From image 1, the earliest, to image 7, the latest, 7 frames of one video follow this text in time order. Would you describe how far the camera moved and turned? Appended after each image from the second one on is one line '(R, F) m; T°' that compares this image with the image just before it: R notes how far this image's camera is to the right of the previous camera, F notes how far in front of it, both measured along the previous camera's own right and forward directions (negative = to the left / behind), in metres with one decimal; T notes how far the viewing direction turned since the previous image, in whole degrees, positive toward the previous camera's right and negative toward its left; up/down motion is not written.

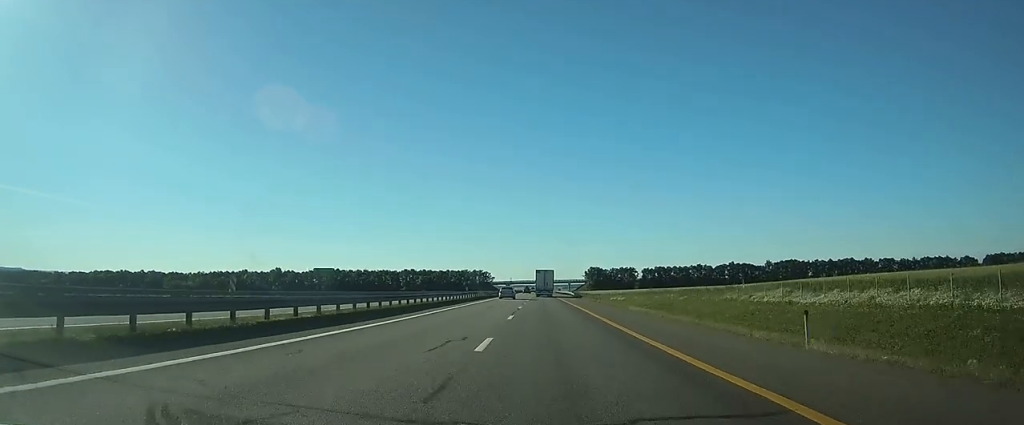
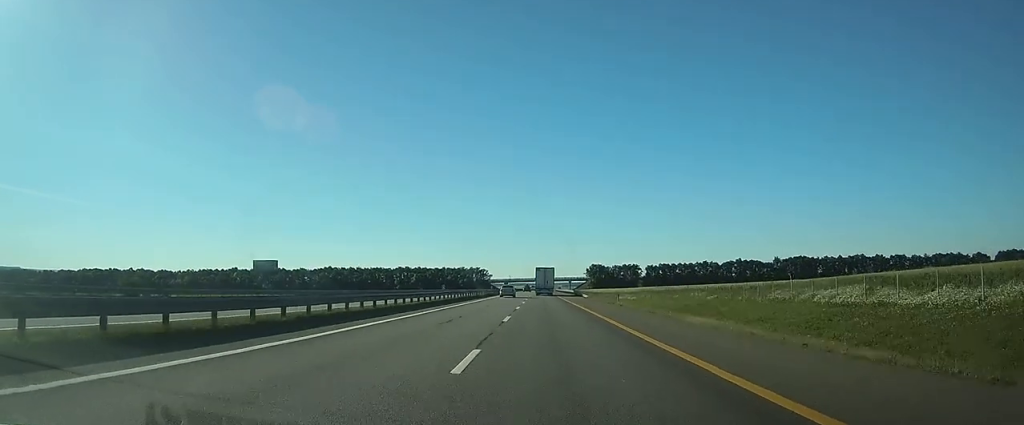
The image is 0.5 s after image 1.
(0.0, +14.8) m; 0°
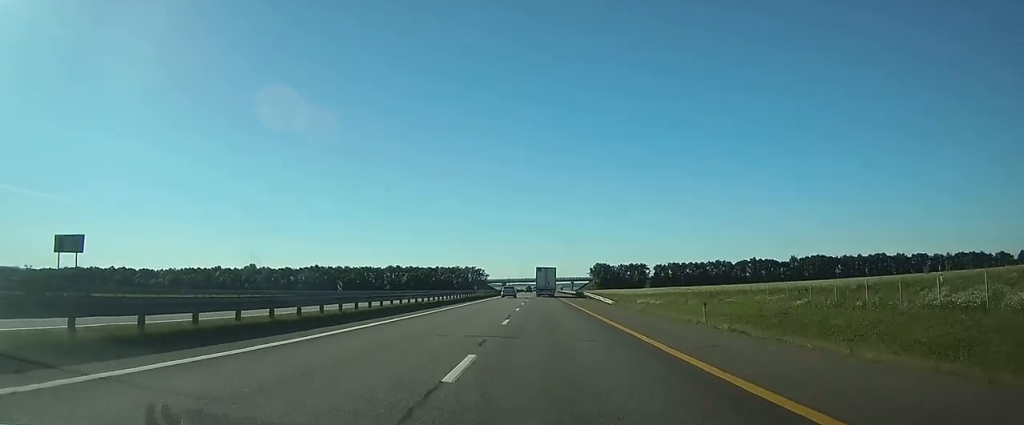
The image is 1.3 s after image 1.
(0.0, +24.8) m; 0°
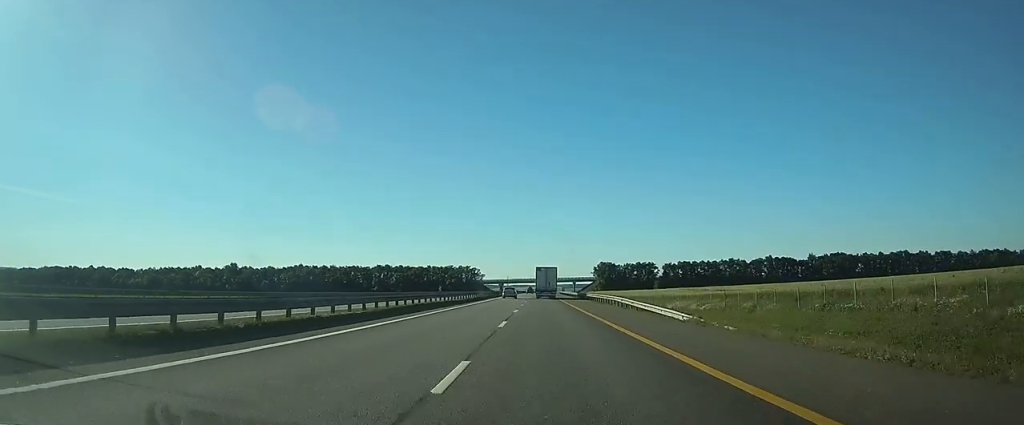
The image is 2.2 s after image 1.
(0.0, +24.9) m; 0°
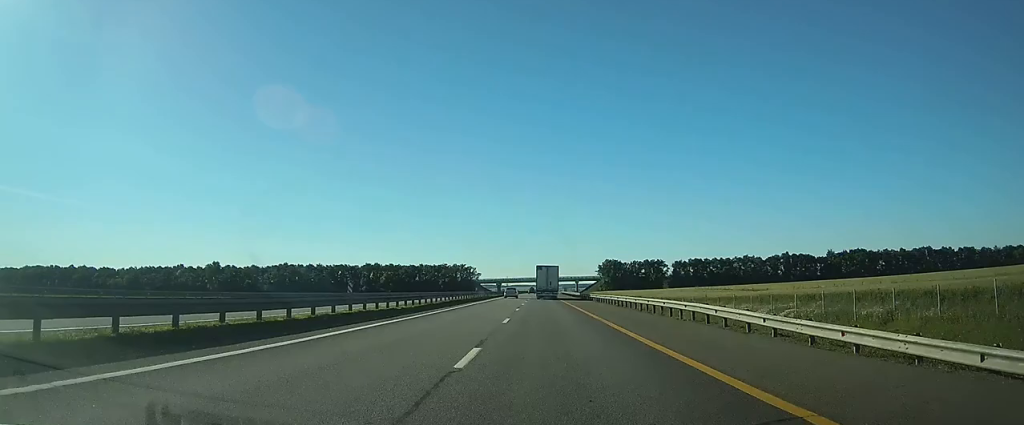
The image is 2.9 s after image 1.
(0.0, +22.0) m; 0°
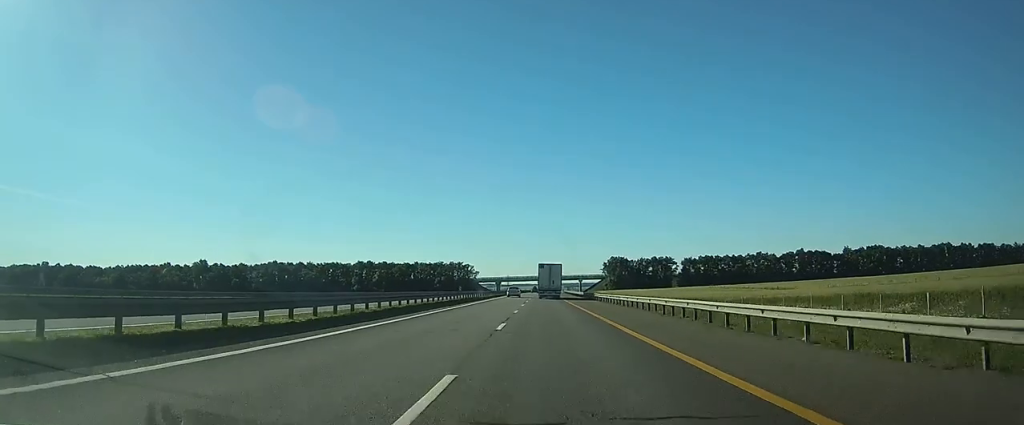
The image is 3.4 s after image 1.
(0.0, +16.0) m; 0°
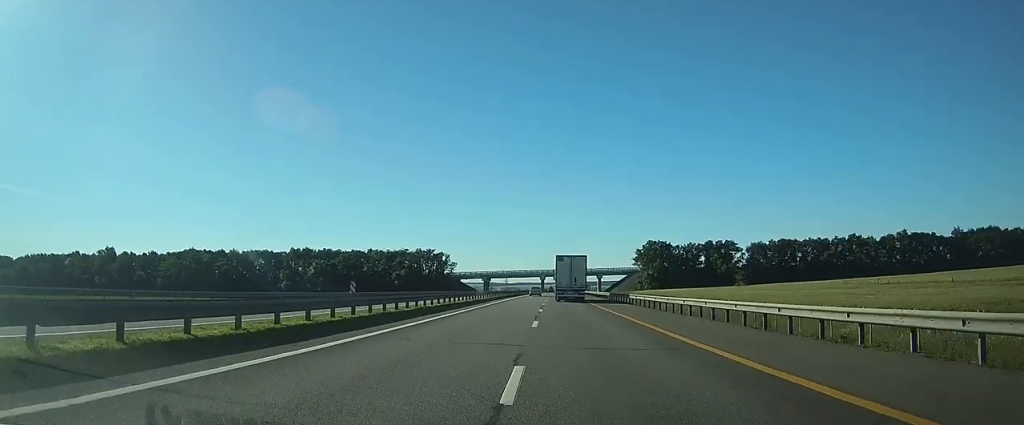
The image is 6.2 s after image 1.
(-0.3, +83.5) m; -1°
